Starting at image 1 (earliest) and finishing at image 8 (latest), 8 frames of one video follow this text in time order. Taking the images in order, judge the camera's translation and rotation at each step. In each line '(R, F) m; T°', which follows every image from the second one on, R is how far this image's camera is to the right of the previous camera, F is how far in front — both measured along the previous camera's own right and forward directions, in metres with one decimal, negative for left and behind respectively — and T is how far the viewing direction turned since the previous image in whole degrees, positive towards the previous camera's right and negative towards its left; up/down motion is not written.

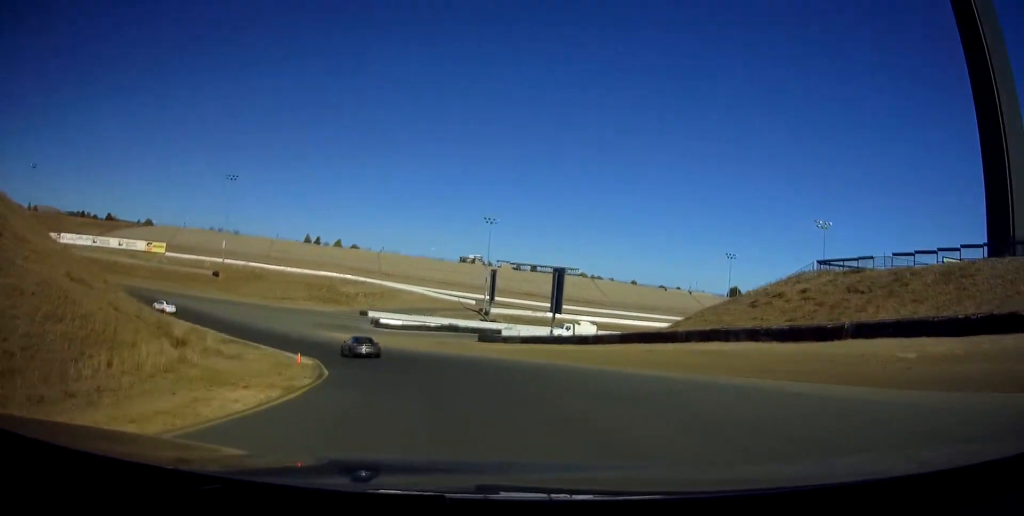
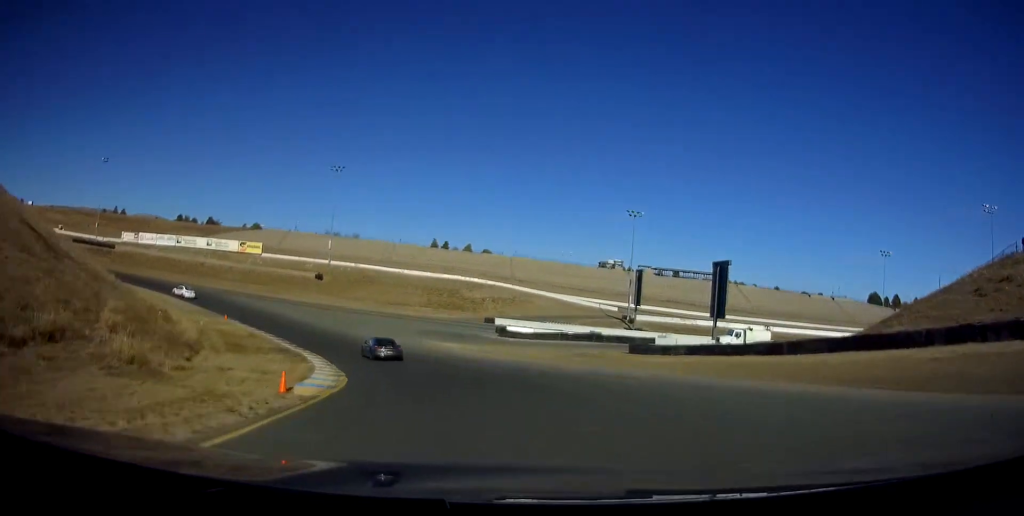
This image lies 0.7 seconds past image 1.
(-1.4, +16.9) m; -11°
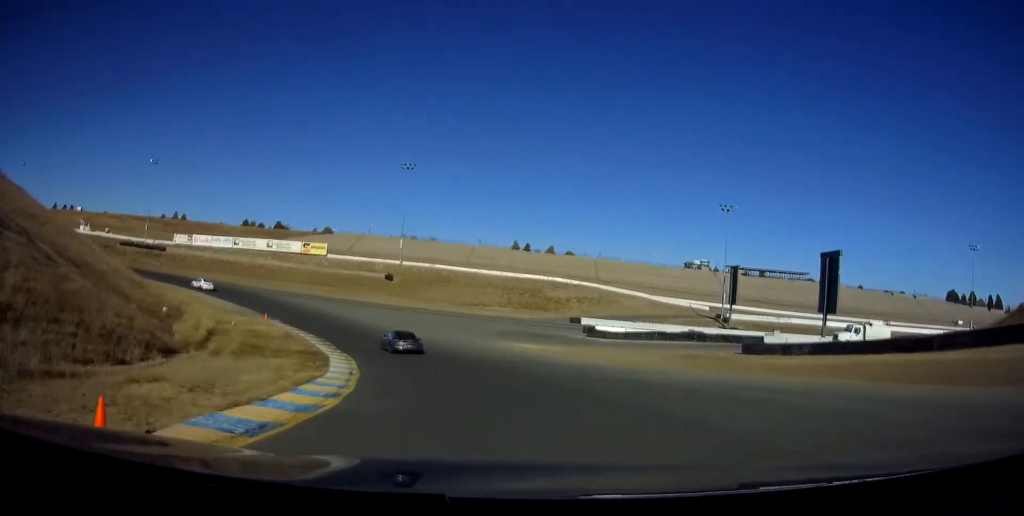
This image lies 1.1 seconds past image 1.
(-0.9, +10.0) m; -5°
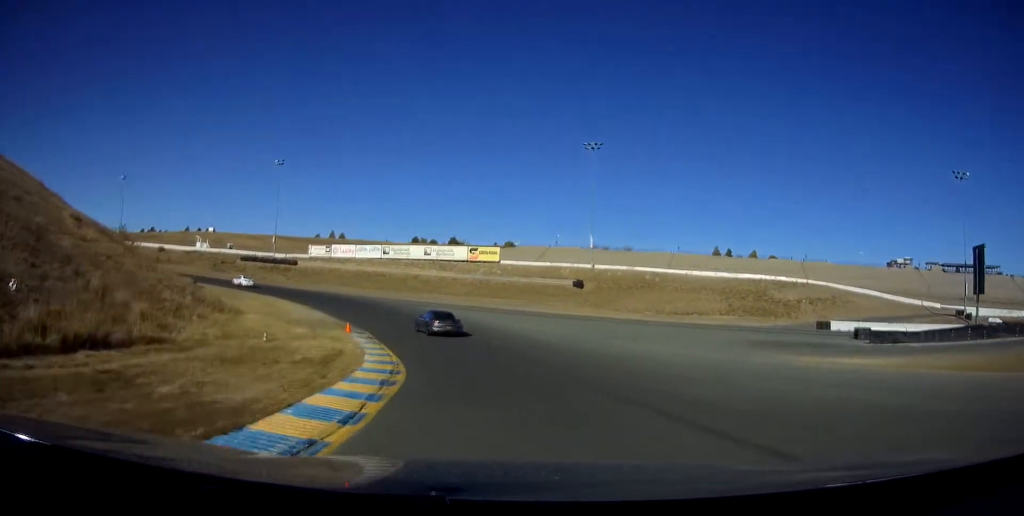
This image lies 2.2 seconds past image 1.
(-2.9, +26.4) m; -15°
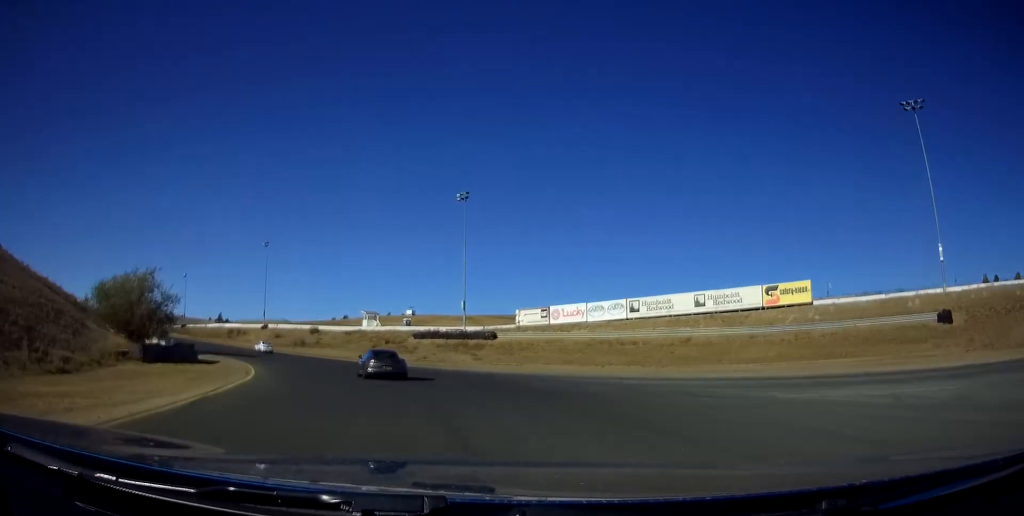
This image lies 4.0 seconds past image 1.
(-12.2, +42.8) m; -33°
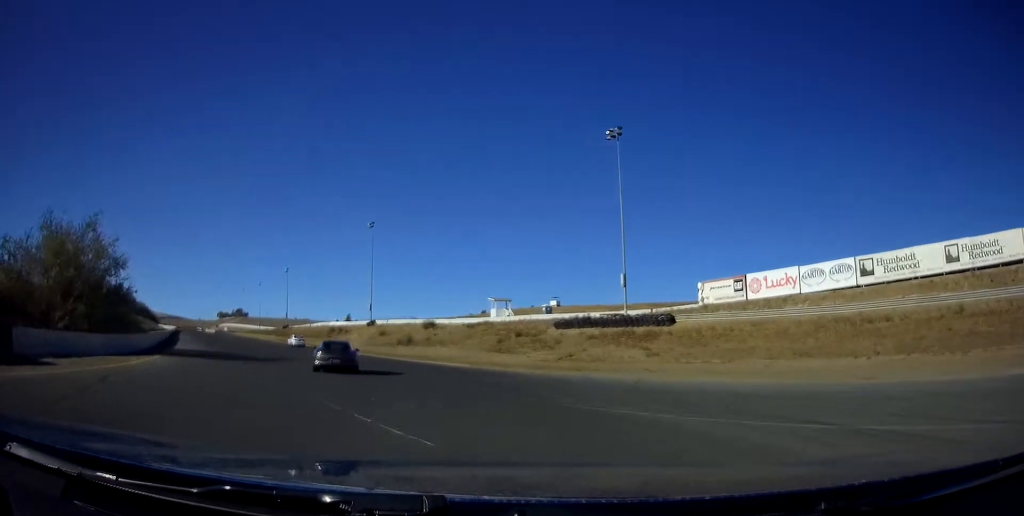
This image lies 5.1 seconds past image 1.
(-5.2, +28.9) m; -17°
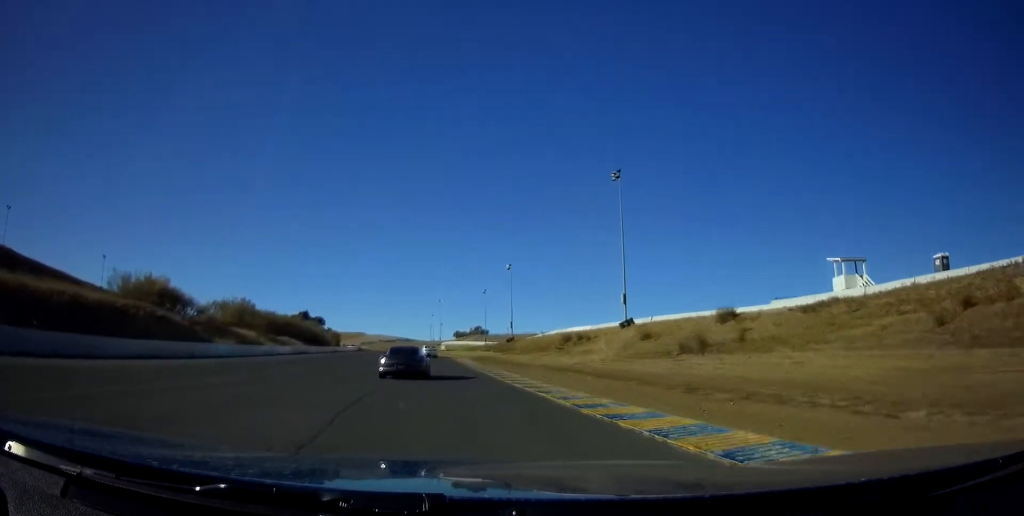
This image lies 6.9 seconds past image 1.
(-11.5, +49.7) m; -26°
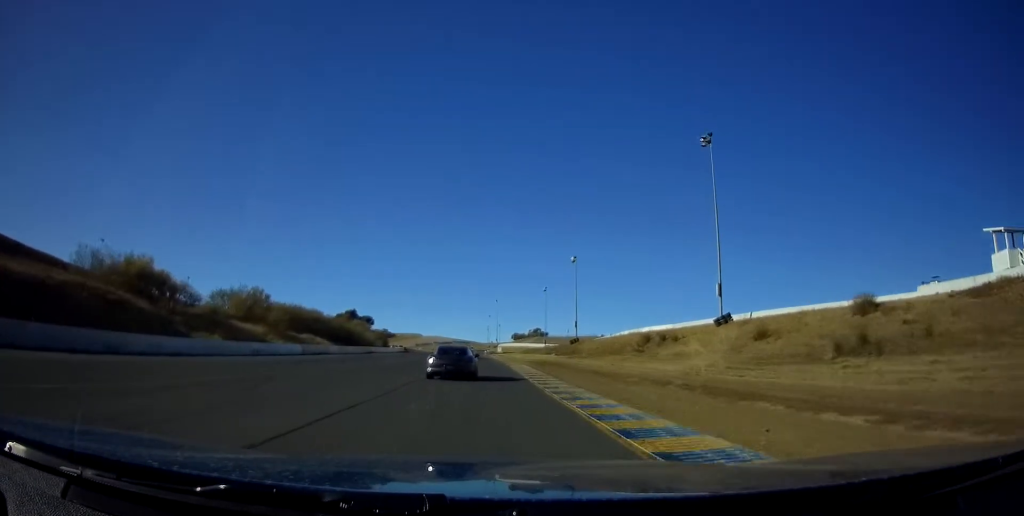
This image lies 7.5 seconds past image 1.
(-2.2, +18.0) m; -6°
